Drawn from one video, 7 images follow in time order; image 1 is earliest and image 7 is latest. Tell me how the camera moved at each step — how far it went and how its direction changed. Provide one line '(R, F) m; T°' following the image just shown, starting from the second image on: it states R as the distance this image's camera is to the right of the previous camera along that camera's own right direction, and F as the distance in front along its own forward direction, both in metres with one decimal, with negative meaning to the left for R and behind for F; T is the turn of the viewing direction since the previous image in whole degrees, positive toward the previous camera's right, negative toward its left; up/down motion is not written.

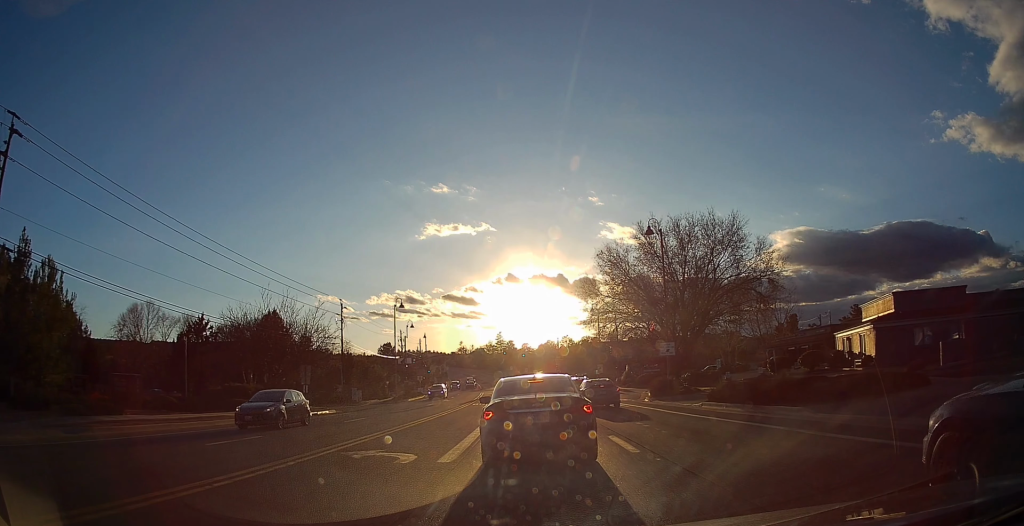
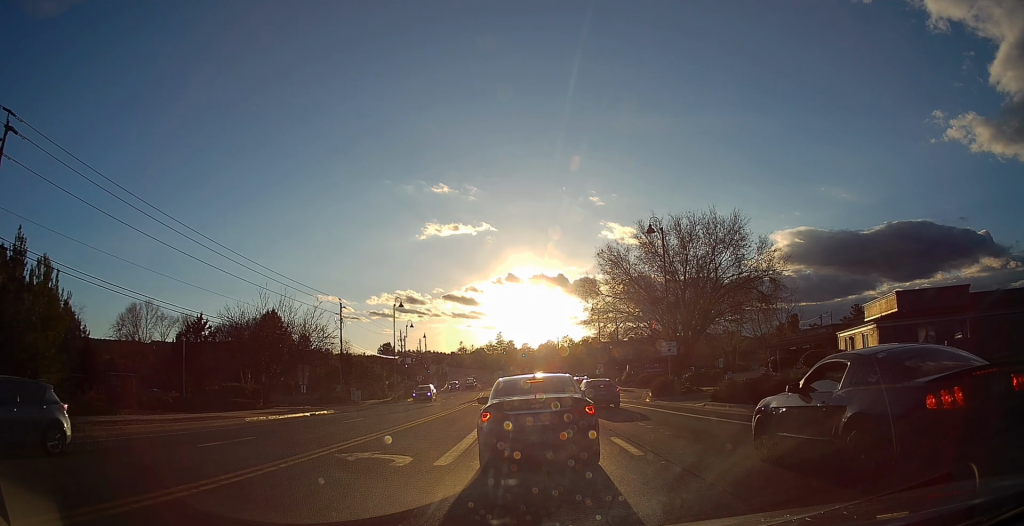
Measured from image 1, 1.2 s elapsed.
(0.0, 0.0) m; 0°
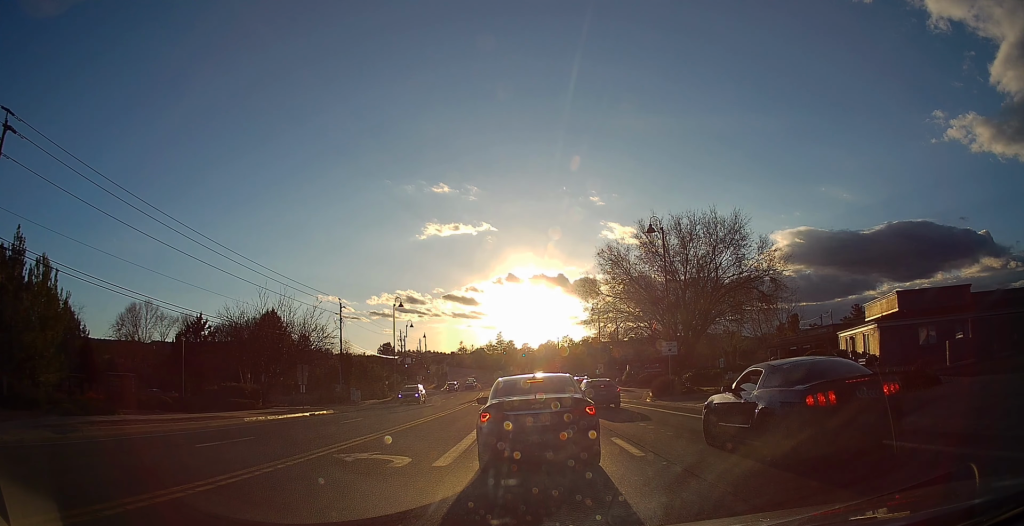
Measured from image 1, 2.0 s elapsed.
(0.0, 0.0) m; 0°
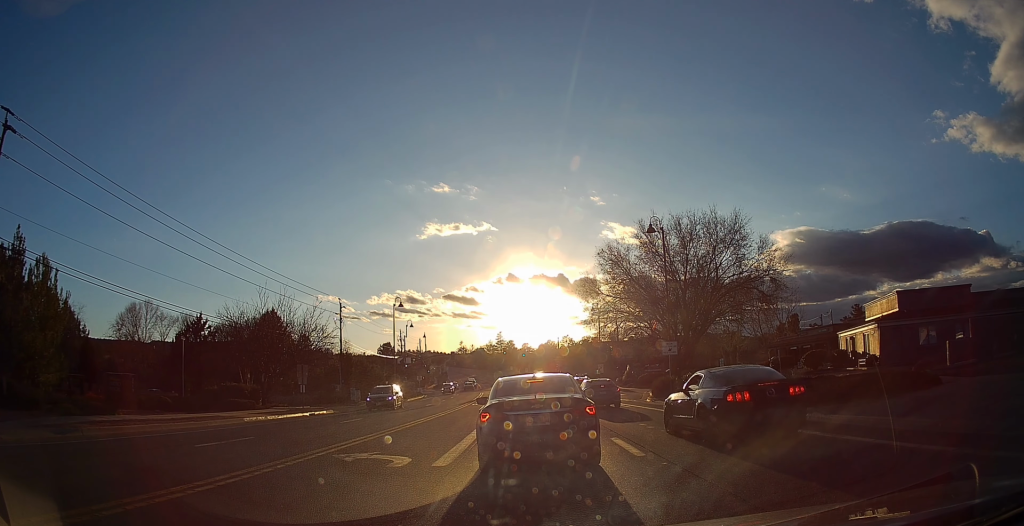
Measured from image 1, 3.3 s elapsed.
(0.0, +0.4) m; 0°
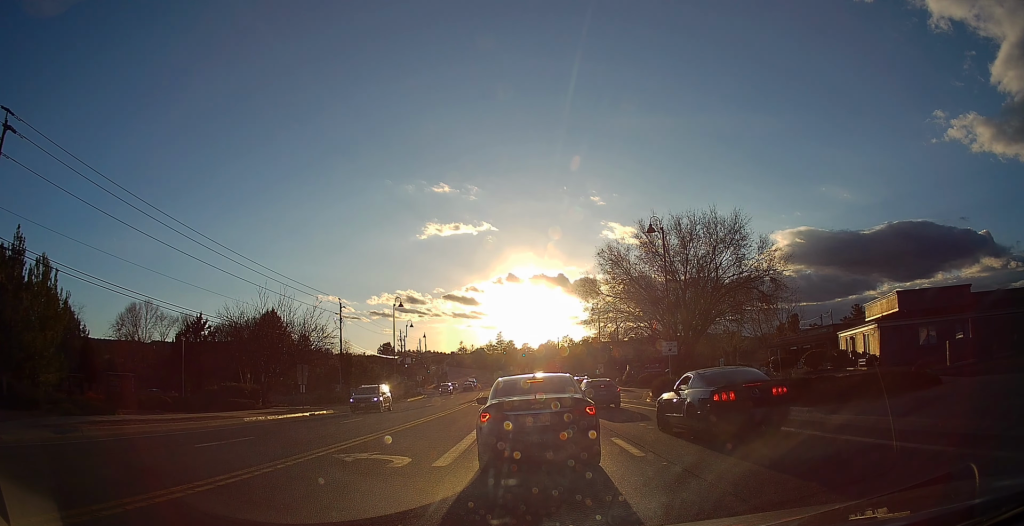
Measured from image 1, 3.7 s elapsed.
(0.0, 0.0) m; 0°
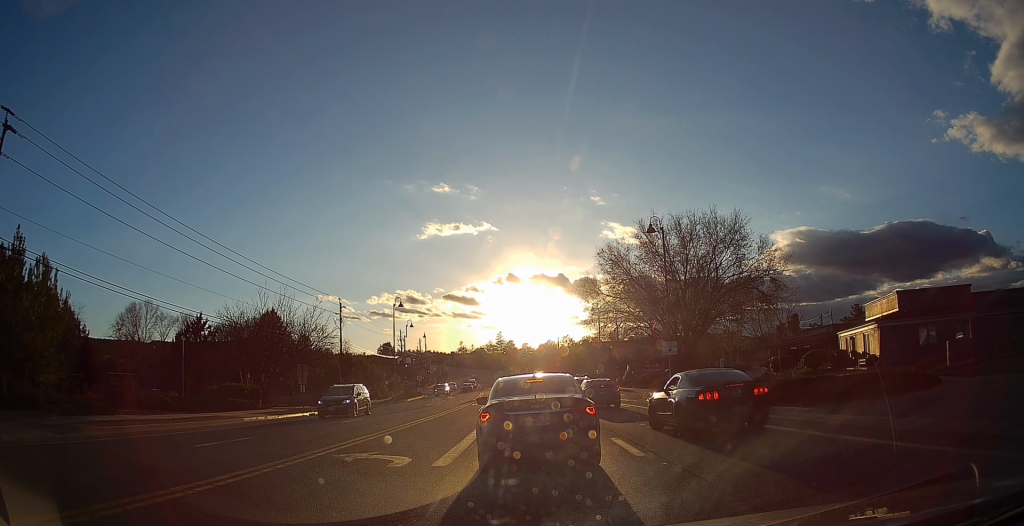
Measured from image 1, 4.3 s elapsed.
(+0.1, +0.2) m; 0°
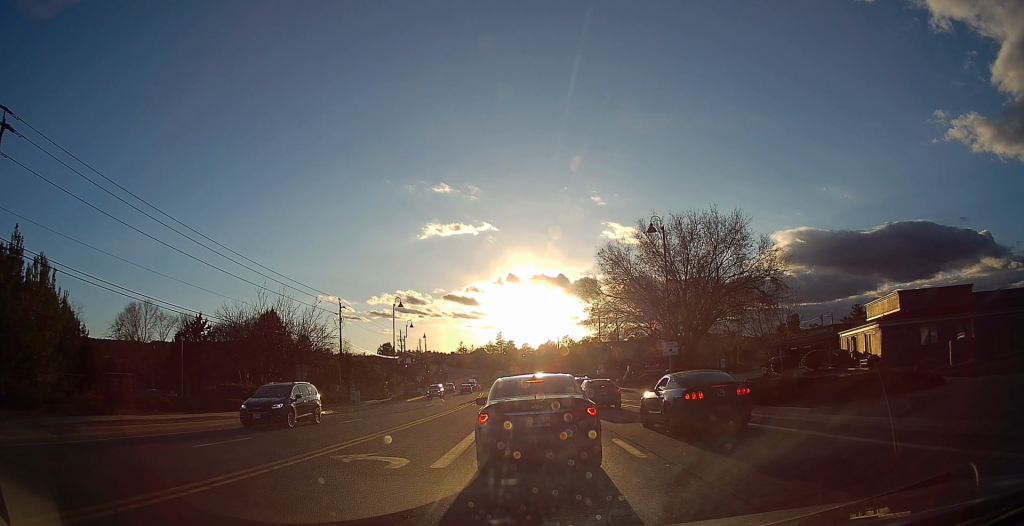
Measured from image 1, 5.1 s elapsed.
(+0.1, +0.3) m; 0°
